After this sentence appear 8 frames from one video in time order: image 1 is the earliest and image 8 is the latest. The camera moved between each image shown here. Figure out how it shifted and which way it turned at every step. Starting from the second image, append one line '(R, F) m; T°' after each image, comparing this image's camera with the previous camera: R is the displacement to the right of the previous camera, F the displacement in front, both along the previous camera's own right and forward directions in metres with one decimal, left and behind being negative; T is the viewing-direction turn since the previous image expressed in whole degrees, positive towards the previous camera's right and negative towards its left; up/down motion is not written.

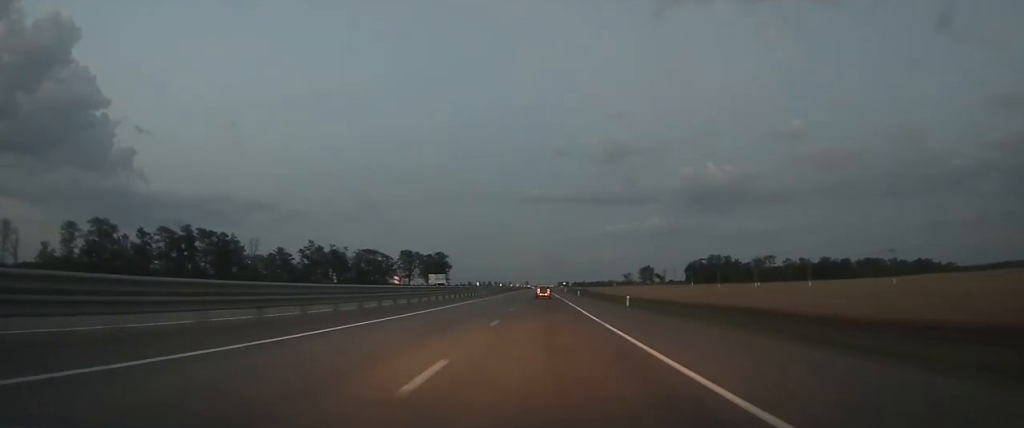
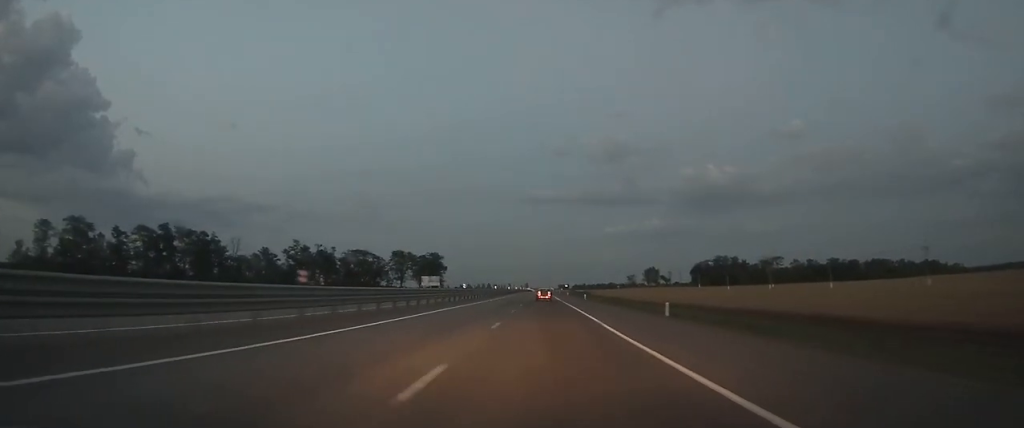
(0.0, +12.2) m; 0°
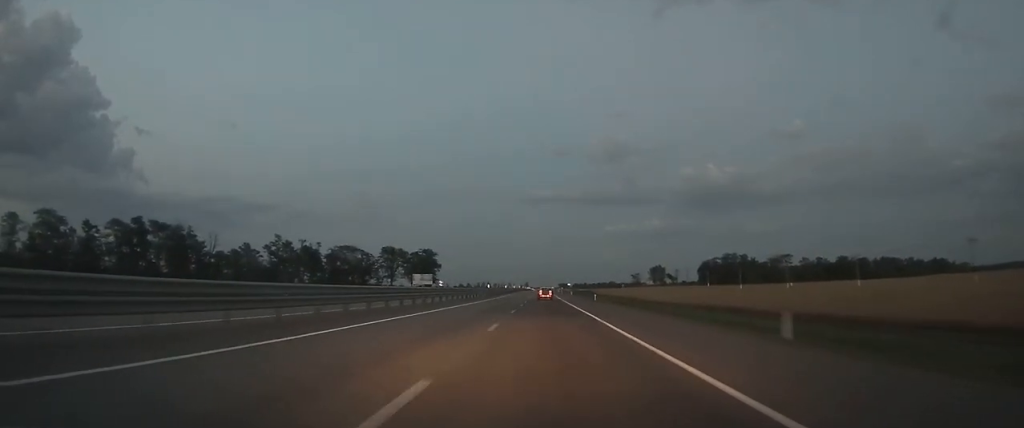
(0.0, +13.5) m; 0°
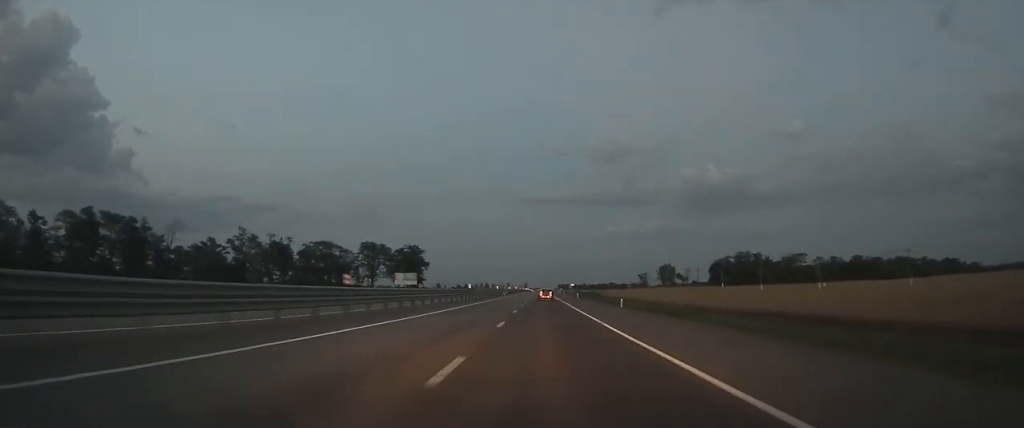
(-0.1, +20.9) m; 0°
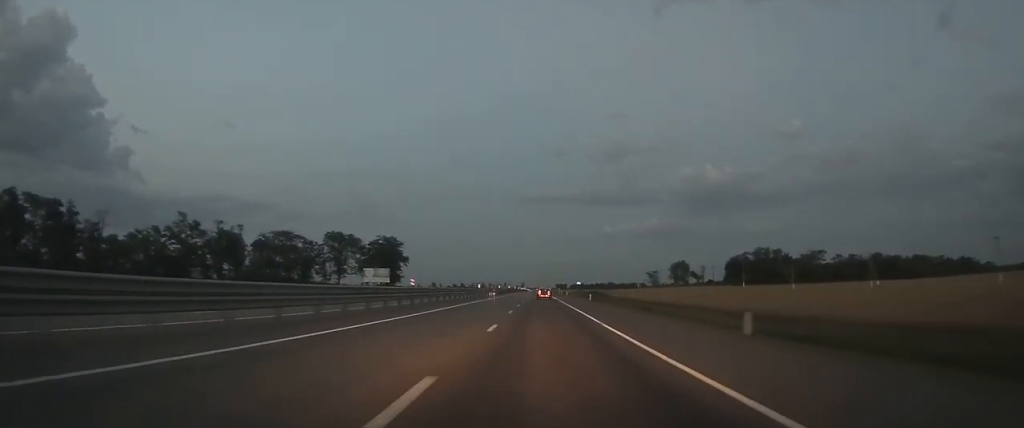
(-0.1, +26.3) m; 0°
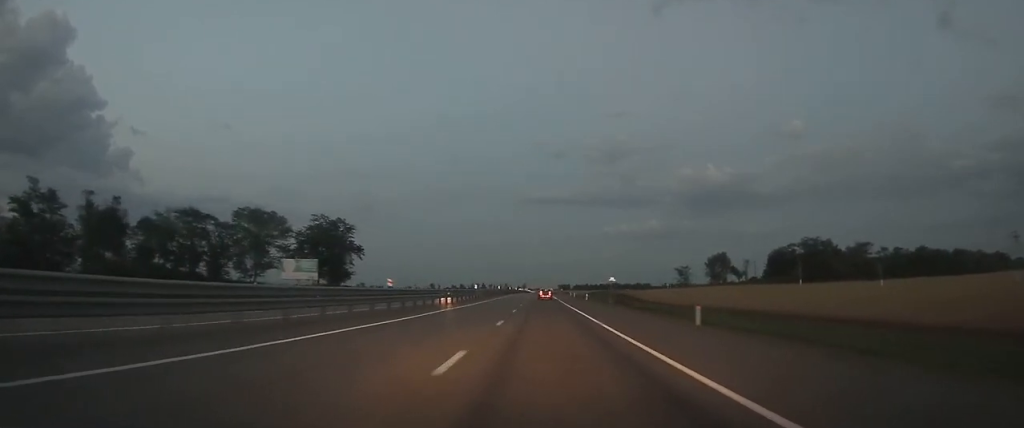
(-0.1, +44.1) m; 0°
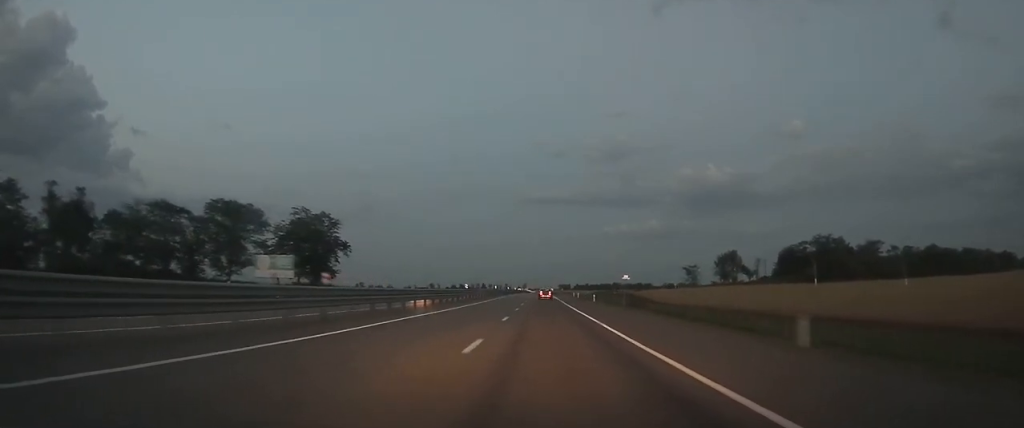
(0.0, +8.9) m; 0°
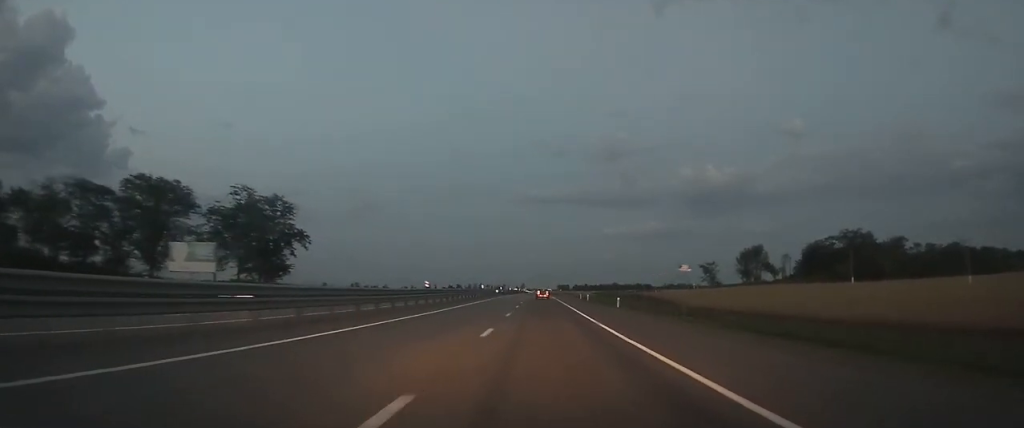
(0.0, +19.8) m; 0°
